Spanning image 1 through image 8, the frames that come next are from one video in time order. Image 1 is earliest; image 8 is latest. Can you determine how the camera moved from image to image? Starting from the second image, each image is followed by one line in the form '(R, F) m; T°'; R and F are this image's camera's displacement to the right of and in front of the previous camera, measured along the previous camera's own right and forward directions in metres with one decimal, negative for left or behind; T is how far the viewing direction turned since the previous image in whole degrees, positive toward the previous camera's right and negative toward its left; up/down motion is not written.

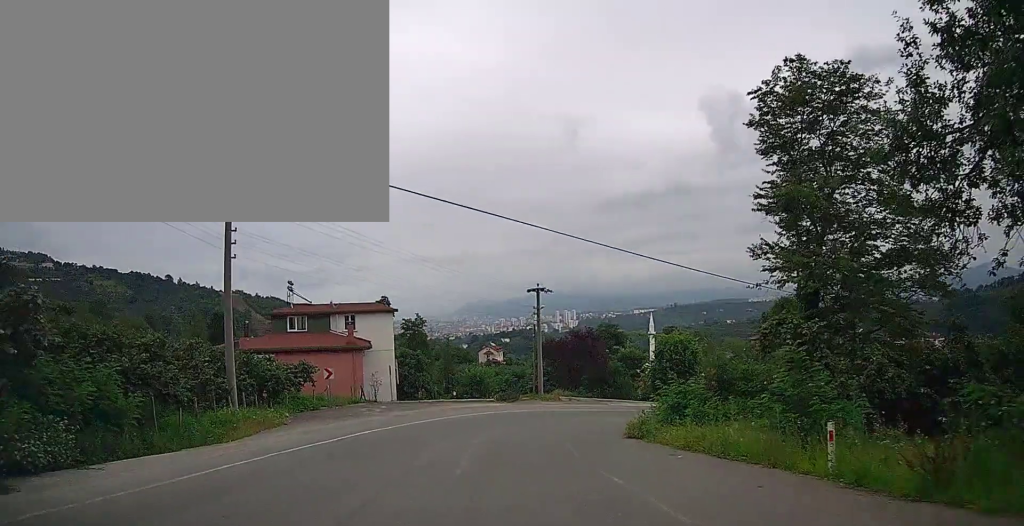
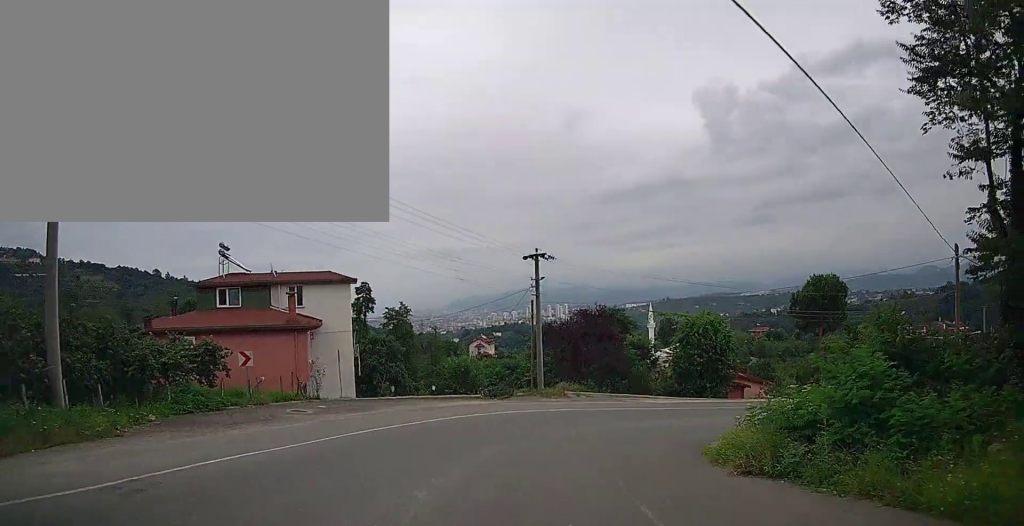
(-0.3, +10.8) m; +2°
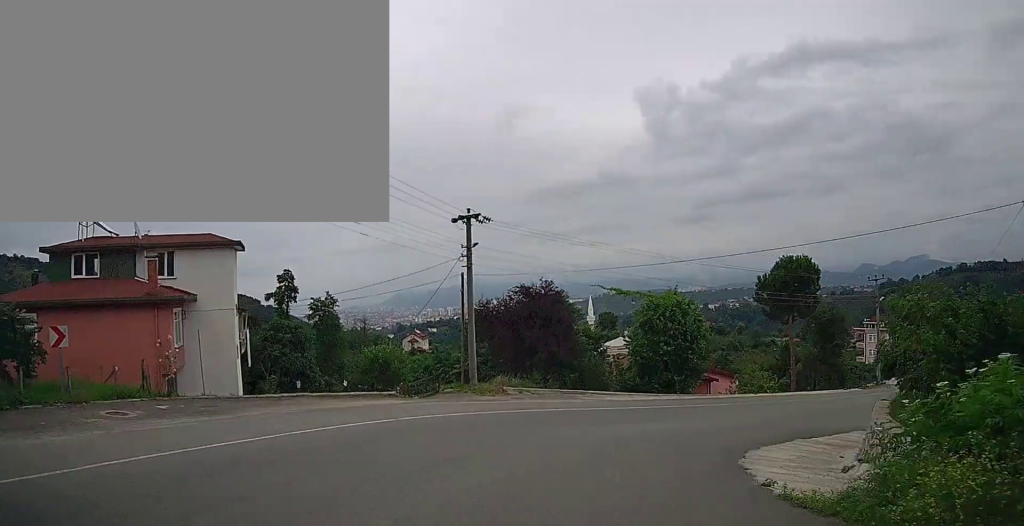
(+0.4, +8.4) m; +8°
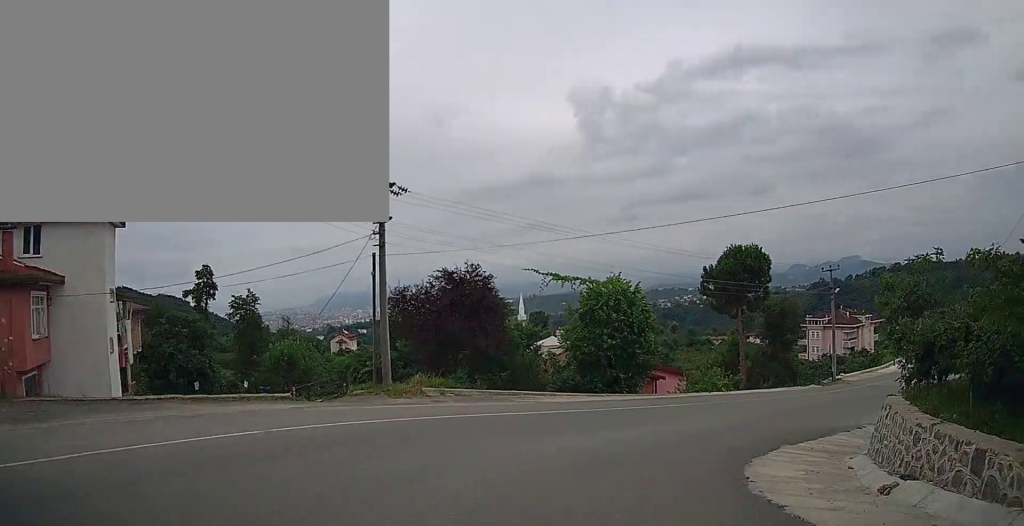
(0.0, +4.5) m; +6°
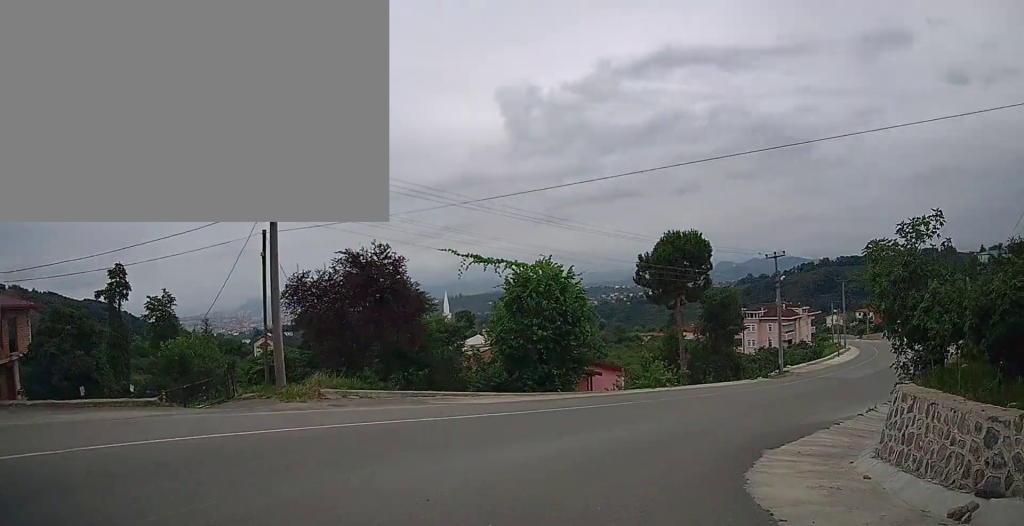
(+0.5, +4.2) m; +8°
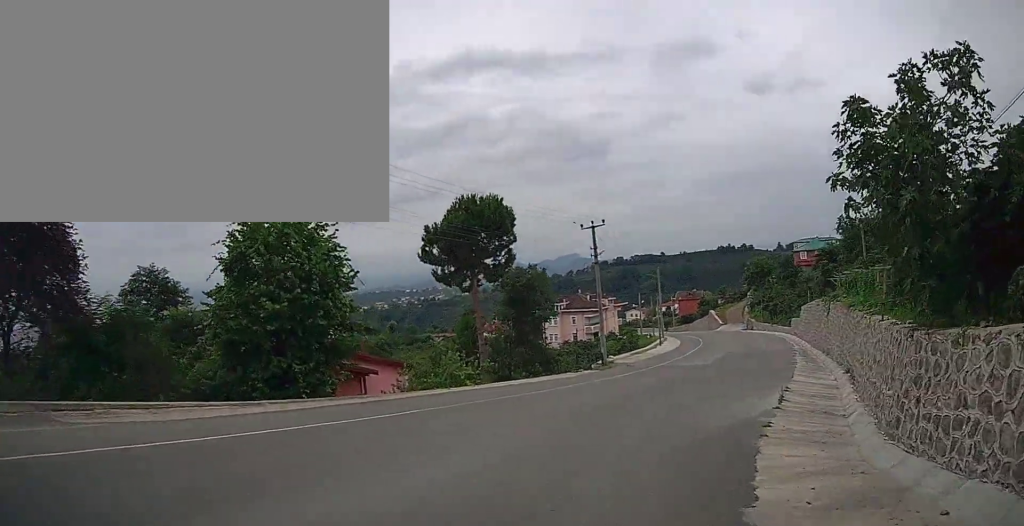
(+1.4, +9.0) m; +19°
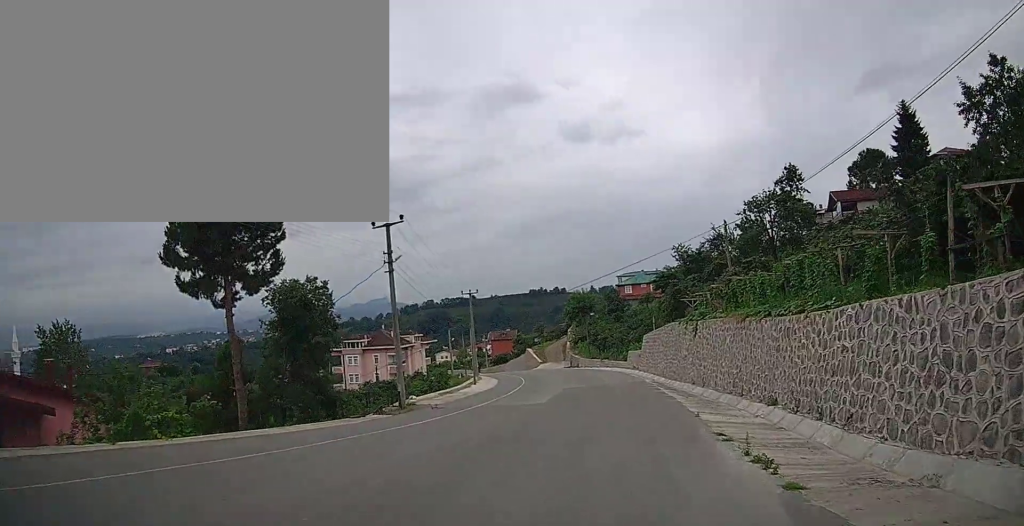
(+1.2, +9.1) m; +20°
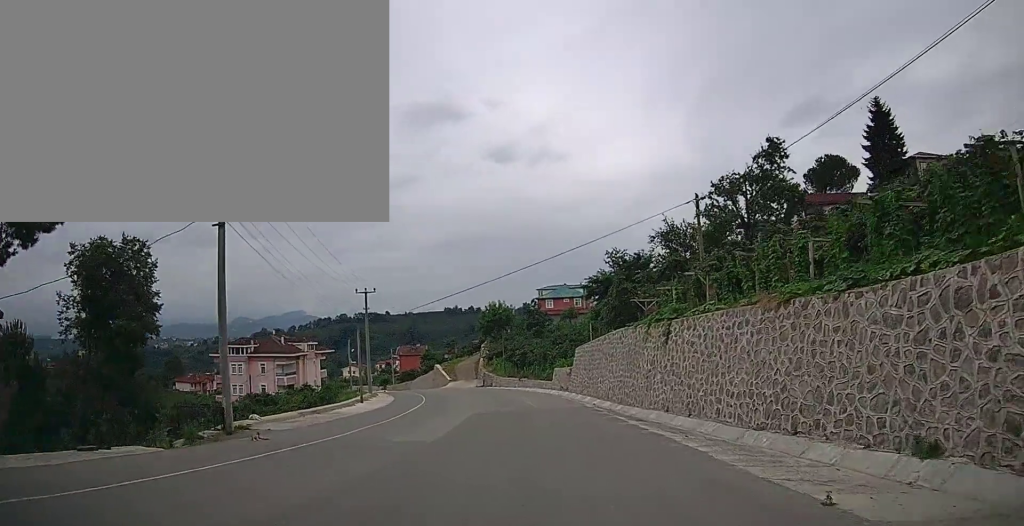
(+1.7, +10.0) m; +13°
